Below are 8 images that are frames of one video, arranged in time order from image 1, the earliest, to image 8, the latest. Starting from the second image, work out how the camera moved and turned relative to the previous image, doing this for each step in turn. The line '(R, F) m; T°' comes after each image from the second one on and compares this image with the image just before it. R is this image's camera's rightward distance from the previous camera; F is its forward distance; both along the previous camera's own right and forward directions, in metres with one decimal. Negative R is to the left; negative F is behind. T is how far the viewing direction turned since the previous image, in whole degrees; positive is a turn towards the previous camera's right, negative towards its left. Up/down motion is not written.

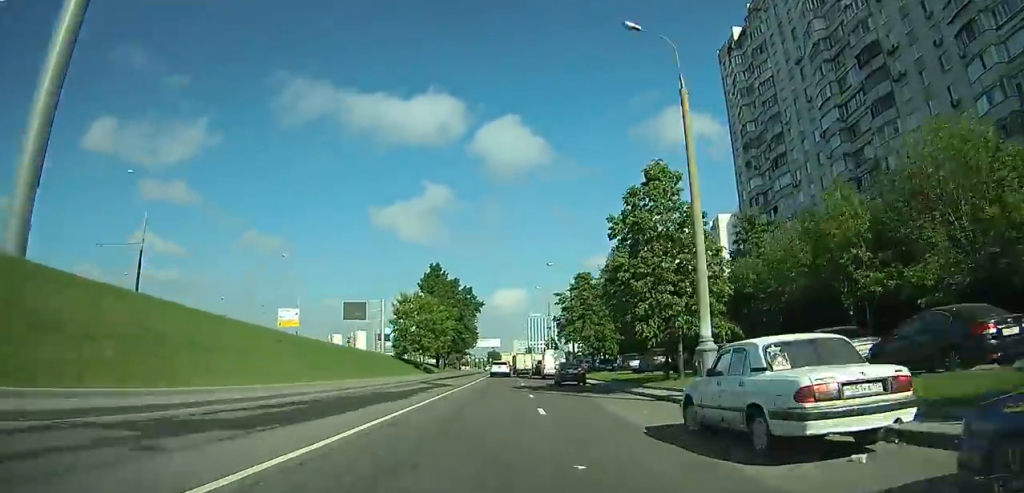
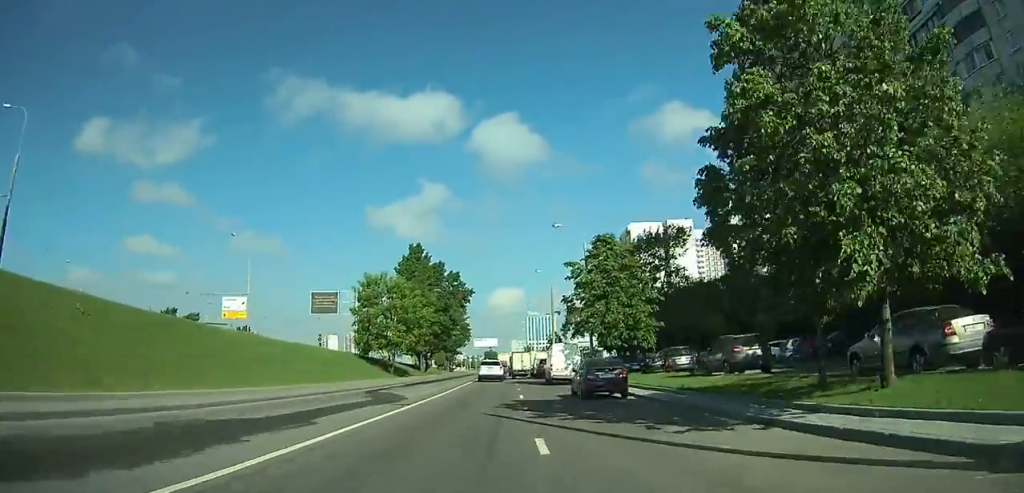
(0.0, +13.6) m; 0°
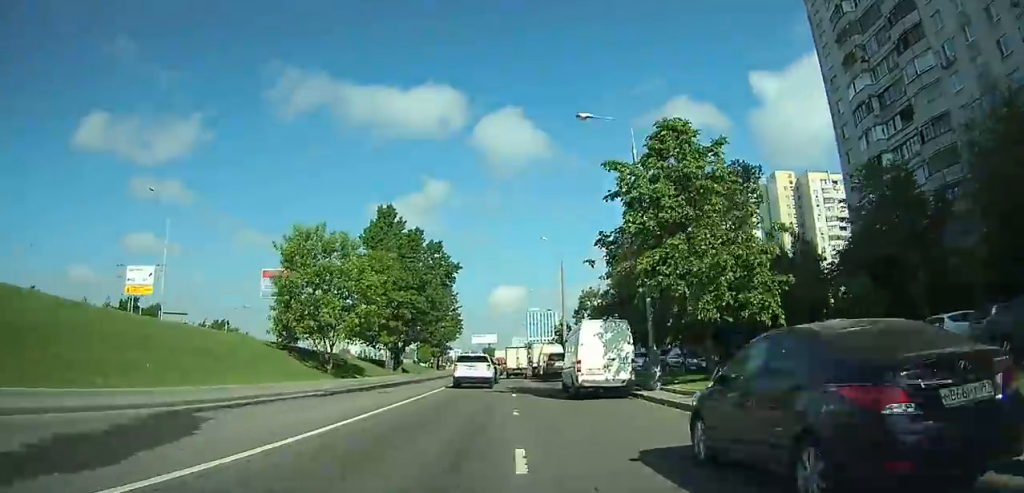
(0.0, +16.5) m; 0°
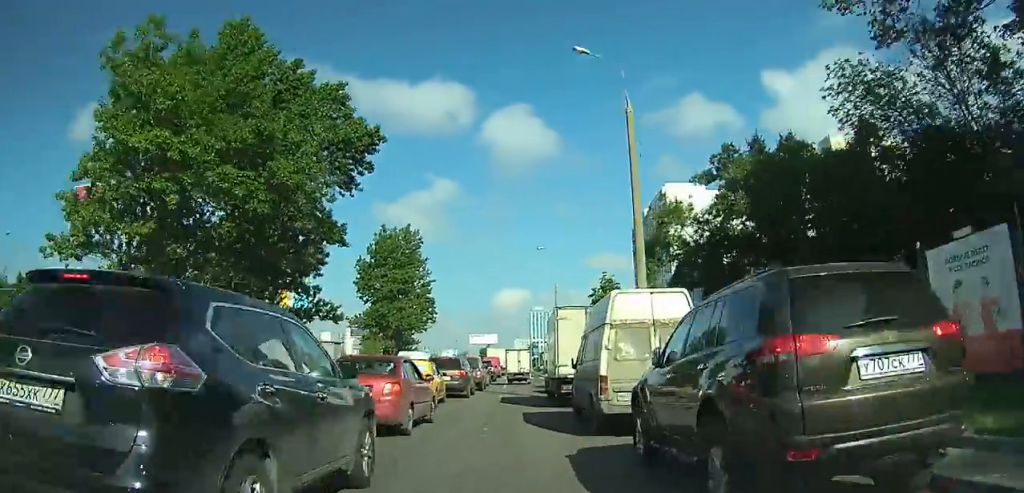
(-0.3, +32.6) m; 0°
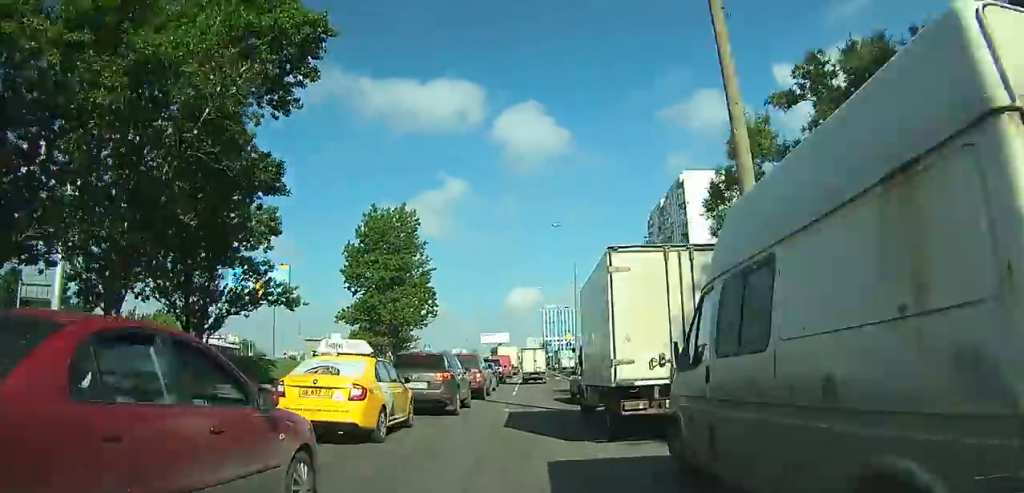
(-0.1, +8.6) m; +1°
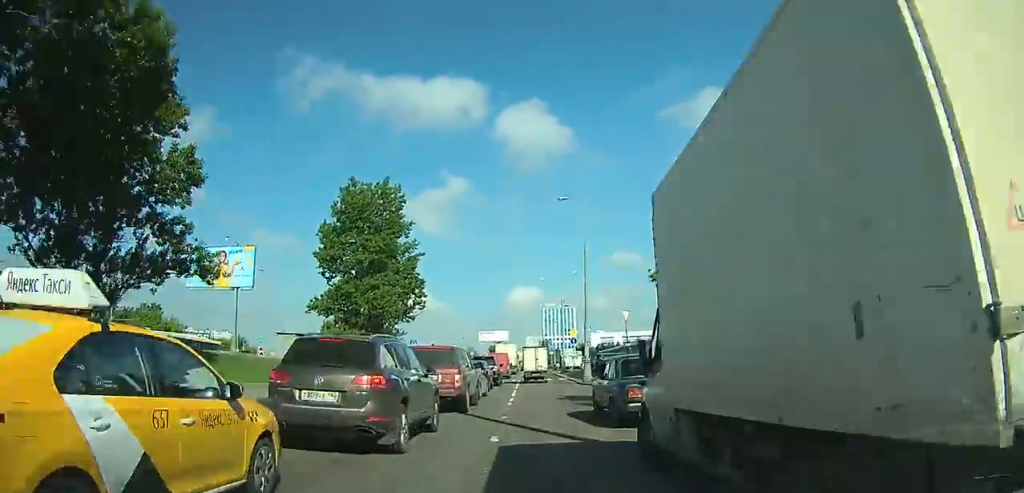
(+0.1, +7.0) m; +1°
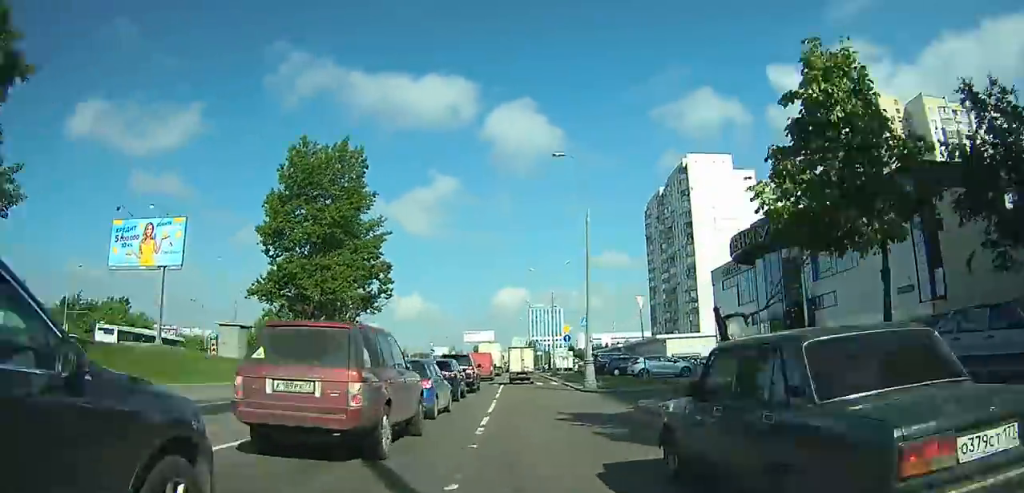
(+0.1, +8.7) m; +1°
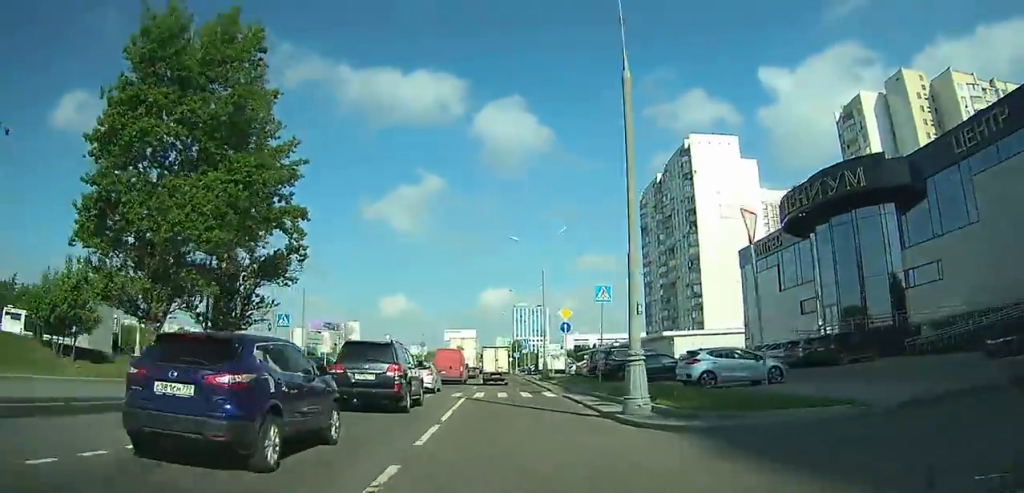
(+0.2, +15.0) m; 0°
